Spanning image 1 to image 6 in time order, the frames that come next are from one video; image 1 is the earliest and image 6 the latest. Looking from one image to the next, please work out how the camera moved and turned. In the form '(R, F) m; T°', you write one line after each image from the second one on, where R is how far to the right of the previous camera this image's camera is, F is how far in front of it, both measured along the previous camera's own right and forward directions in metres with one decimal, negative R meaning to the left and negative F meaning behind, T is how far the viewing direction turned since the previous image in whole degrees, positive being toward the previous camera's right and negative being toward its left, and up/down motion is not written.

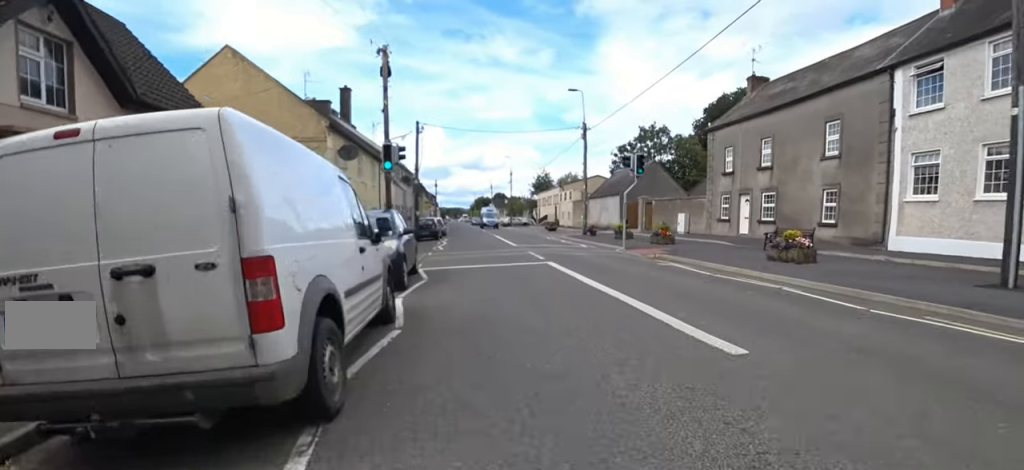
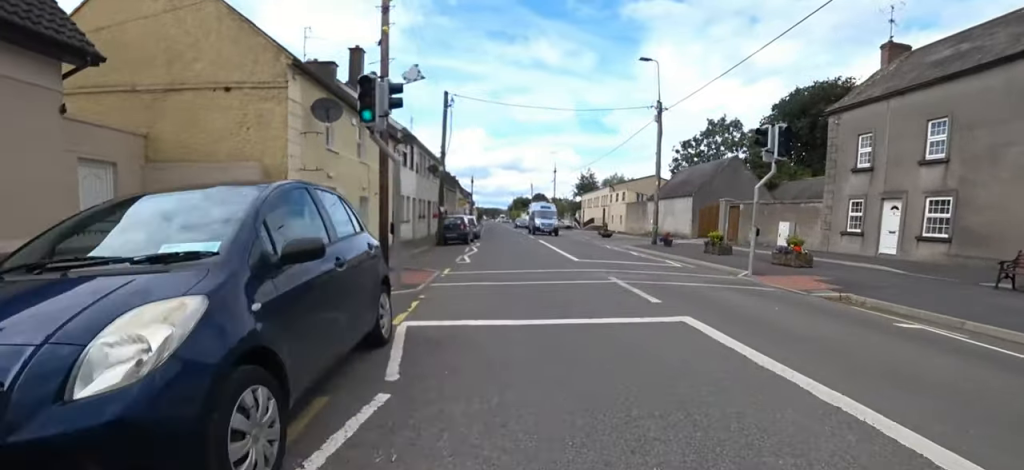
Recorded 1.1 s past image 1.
(0.0, +6.3) m; -2°
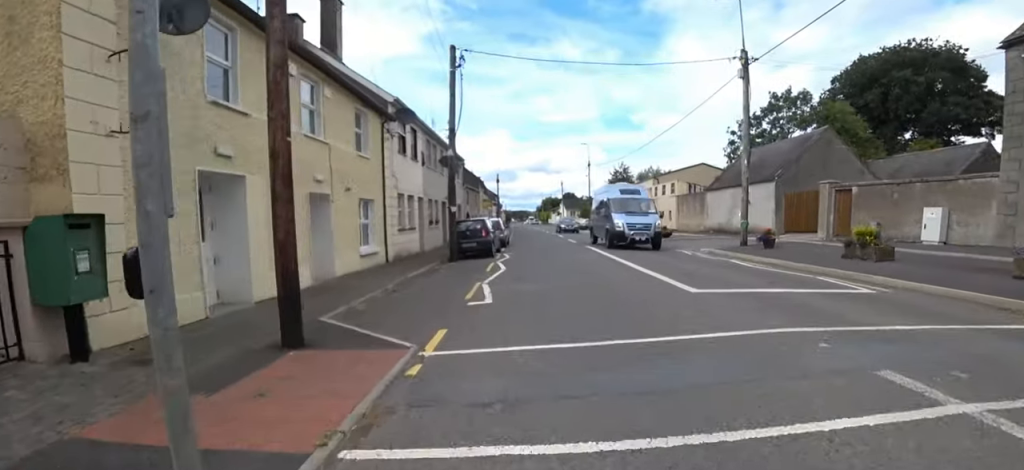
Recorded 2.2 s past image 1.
(-0.3, +6.3) m; -1°
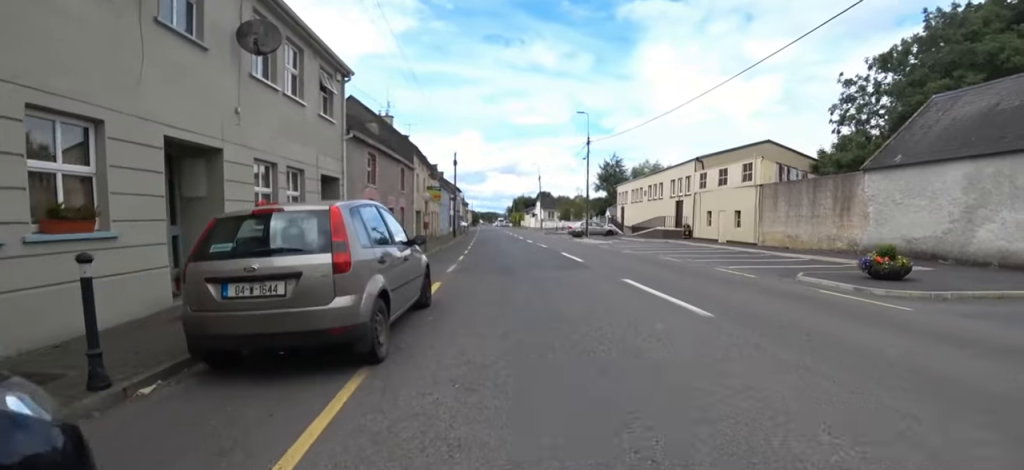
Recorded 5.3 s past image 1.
(+1.0, +17.8) m; +7°
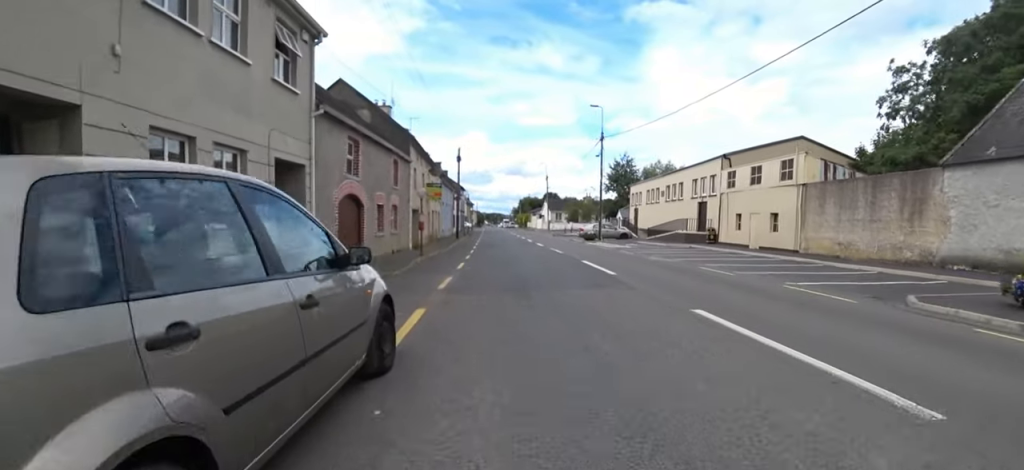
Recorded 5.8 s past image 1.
(+0.1, +2.8) m; -3°
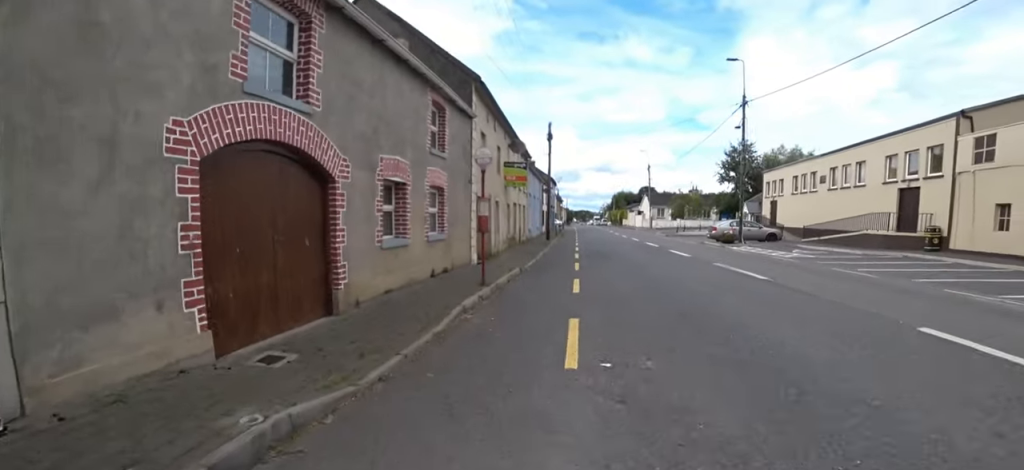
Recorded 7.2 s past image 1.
(-1.5, +8.2) m; -10°
